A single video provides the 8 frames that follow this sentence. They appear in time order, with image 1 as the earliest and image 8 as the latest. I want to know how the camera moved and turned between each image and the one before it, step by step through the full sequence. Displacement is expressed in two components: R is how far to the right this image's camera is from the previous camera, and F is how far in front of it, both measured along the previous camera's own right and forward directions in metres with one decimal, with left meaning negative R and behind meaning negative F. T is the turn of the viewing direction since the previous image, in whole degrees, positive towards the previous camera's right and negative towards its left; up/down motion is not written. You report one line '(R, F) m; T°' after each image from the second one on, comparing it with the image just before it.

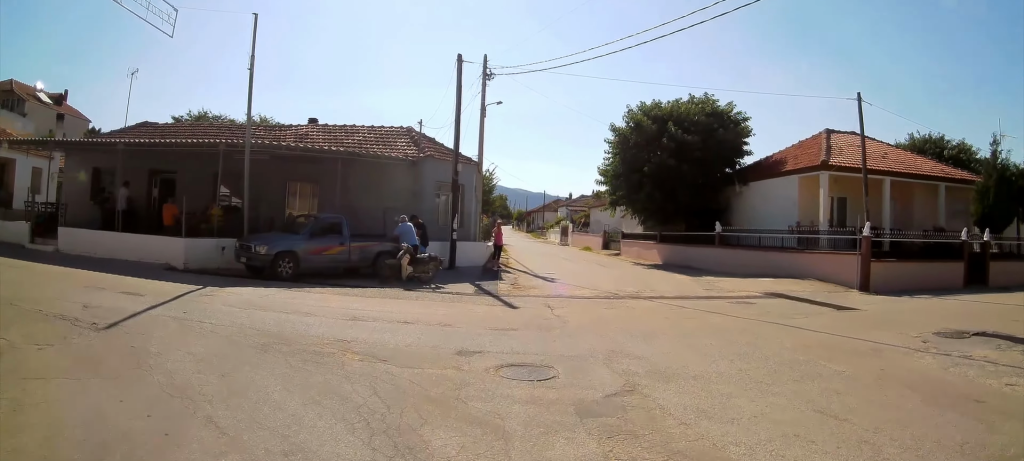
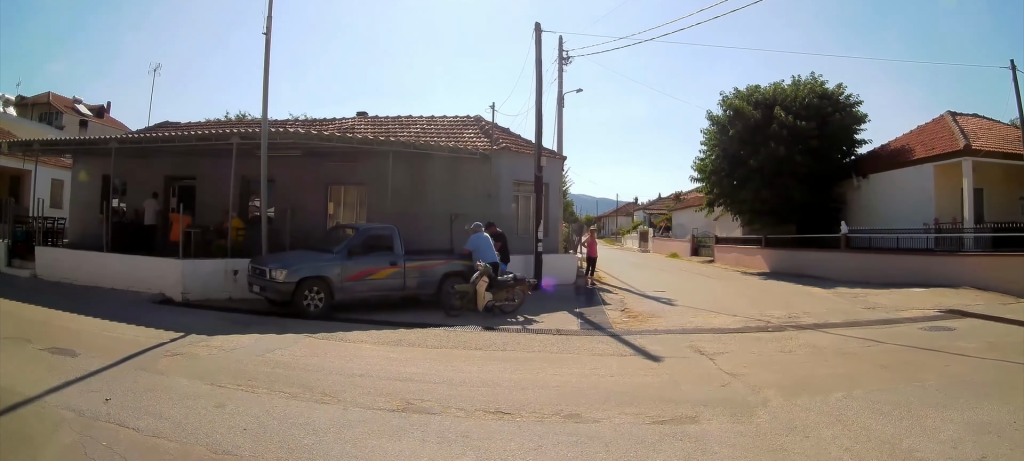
(-0.1, +4.5) m; -6°
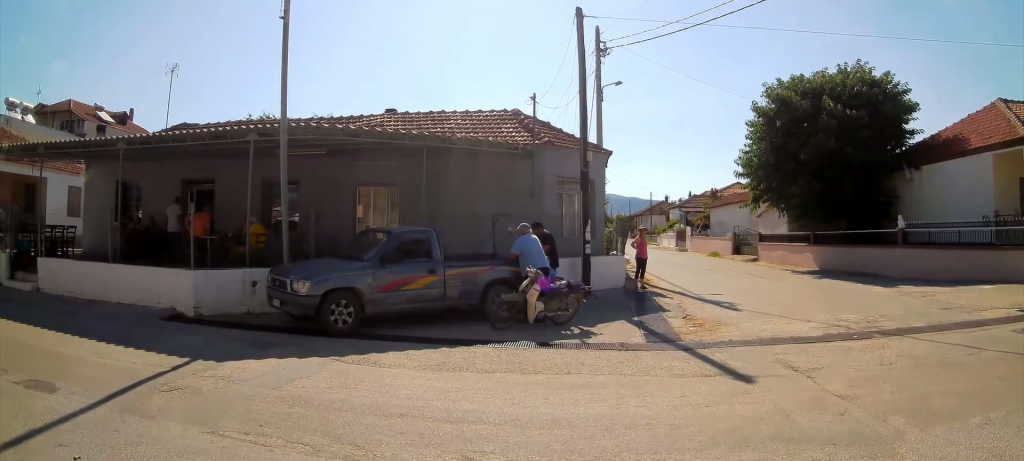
(-0.1, +1.0) m; -3°
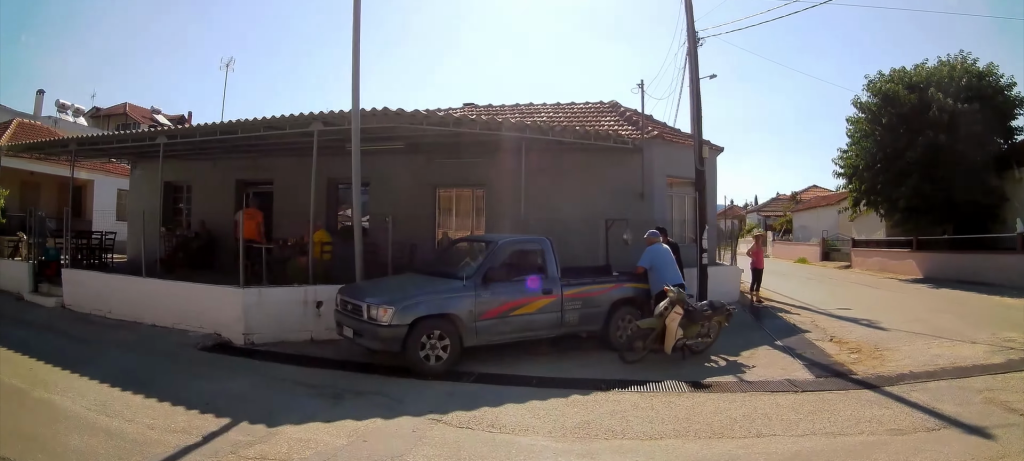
(+0.1, +1.5) m; -6°
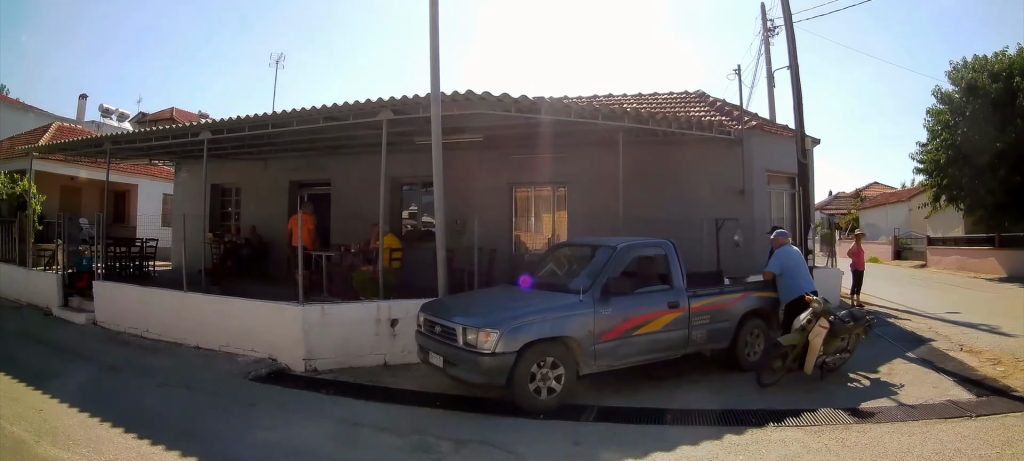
(-0.1, +1.5) m; -8°
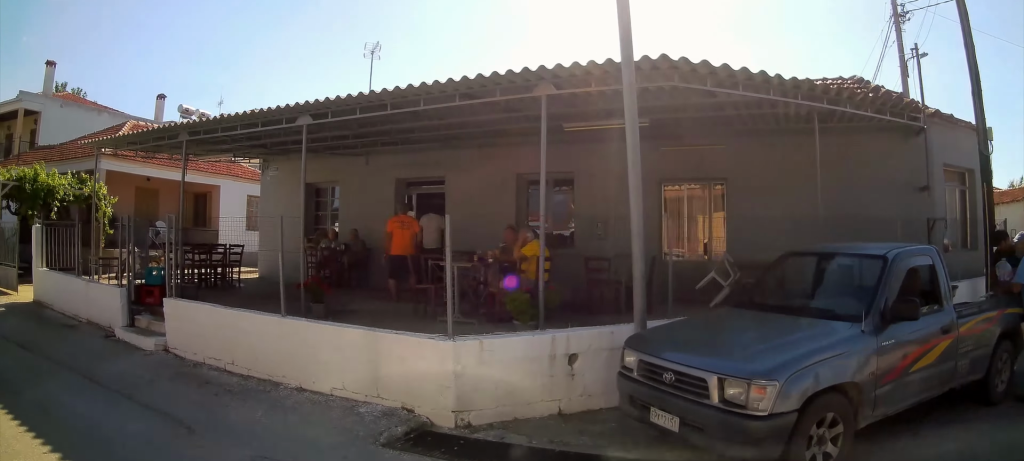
(-0.2, +2.2) m; -12°
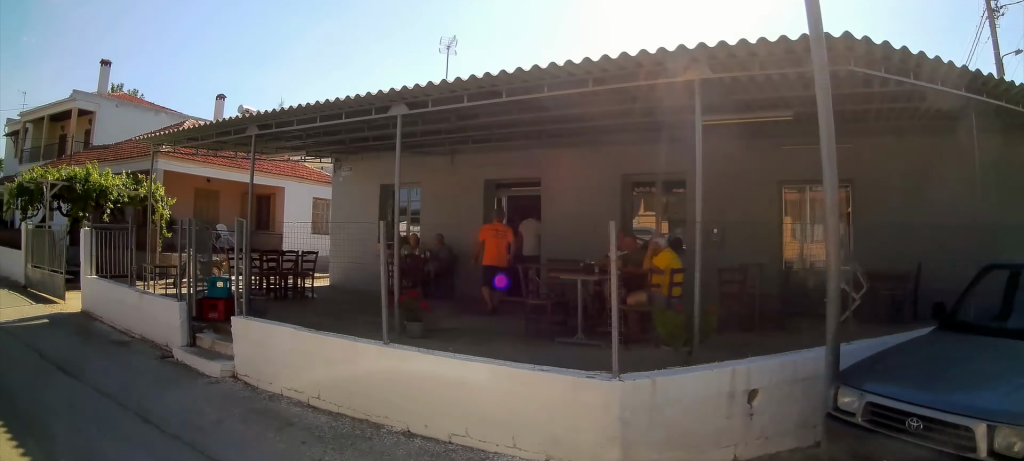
(-0.1, +1.2) m; -7°
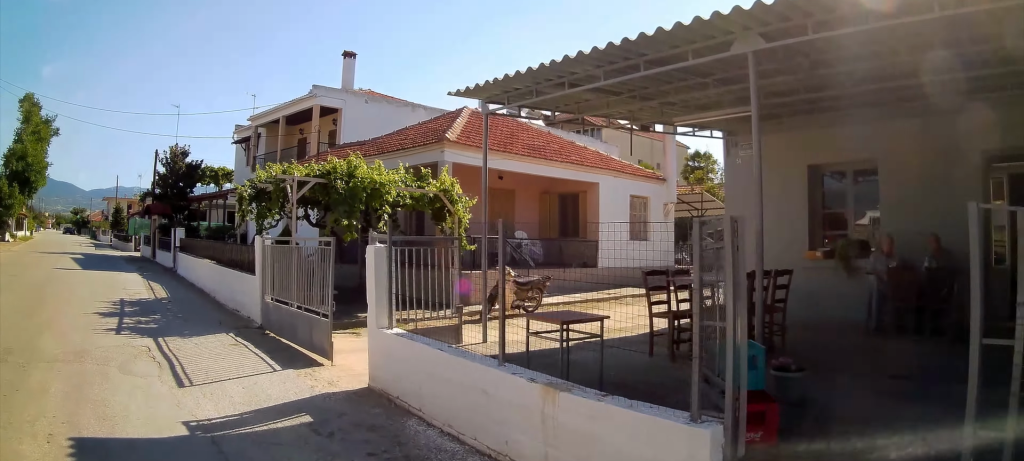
(-1.0, +3.9) m; -30°
